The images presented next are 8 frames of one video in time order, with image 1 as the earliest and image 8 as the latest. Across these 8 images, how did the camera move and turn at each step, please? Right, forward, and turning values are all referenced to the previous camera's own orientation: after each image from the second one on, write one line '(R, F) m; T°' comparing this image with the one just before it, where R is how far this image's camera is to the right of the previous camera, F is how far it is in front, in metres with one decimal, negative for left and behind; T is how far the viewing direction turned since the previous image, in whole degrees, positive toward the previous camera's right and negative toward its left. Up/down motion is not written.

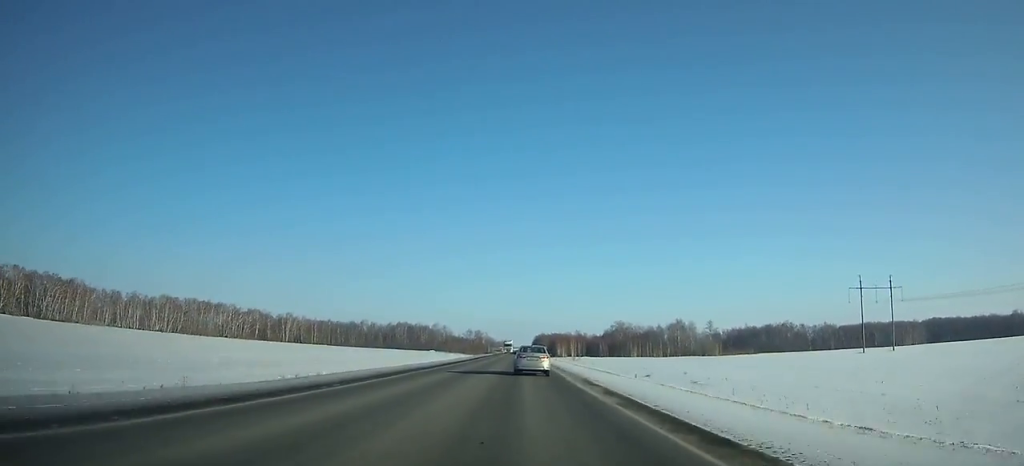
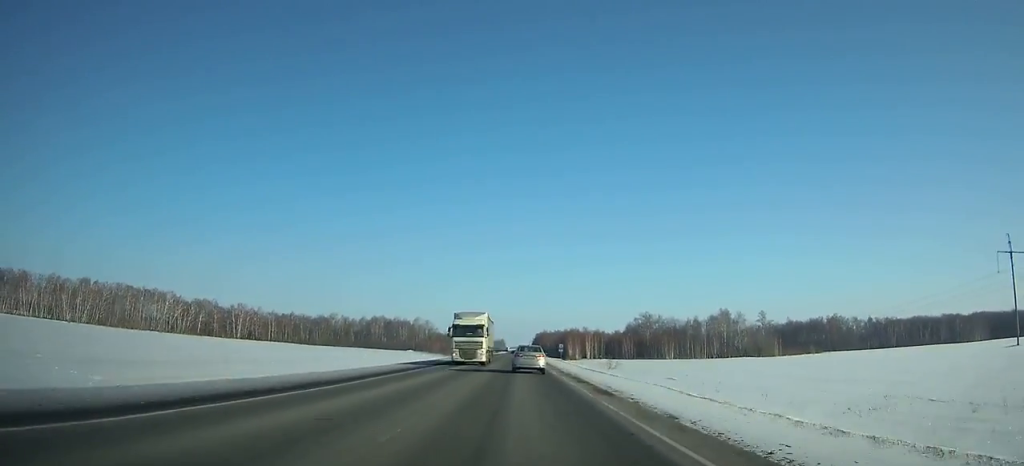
(+0.2, +75.6) m; 0°
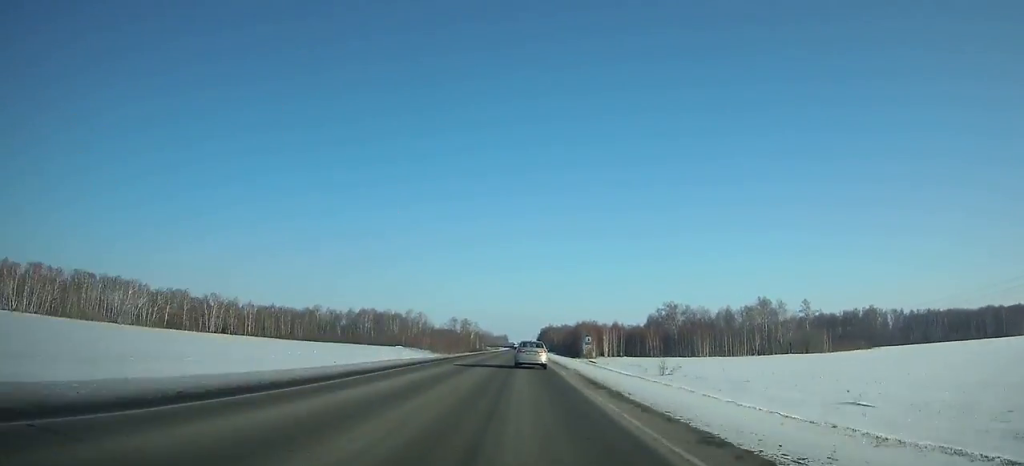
(-0.2, +39.0) m; 0°
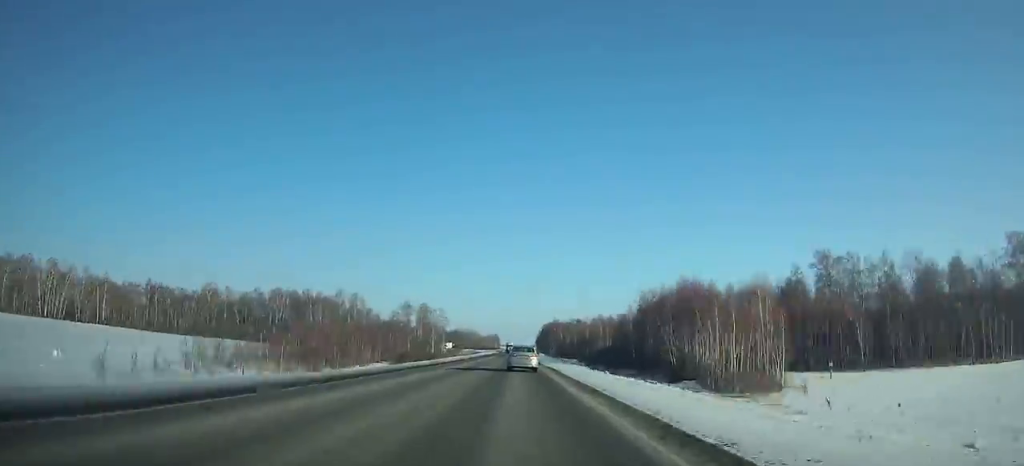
(+0.2, +124.5) m; 0°
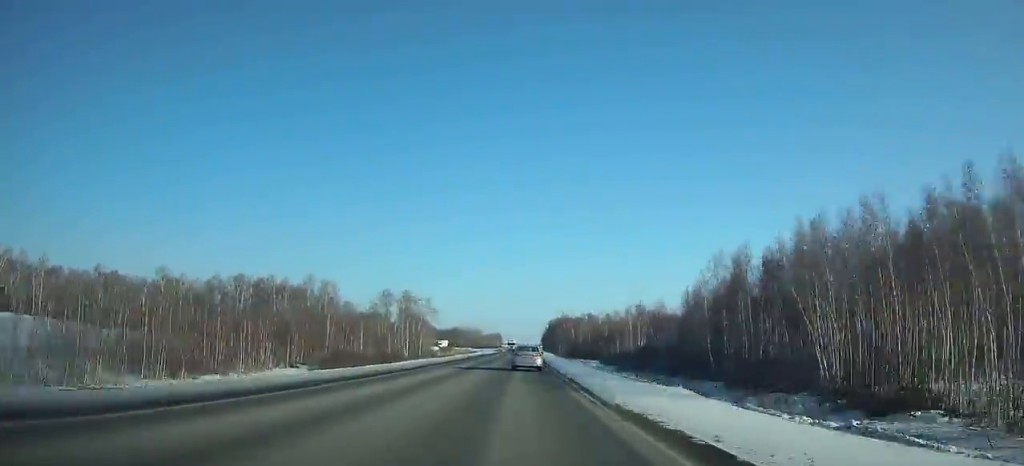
(-0.2, +35.6) m; 0°
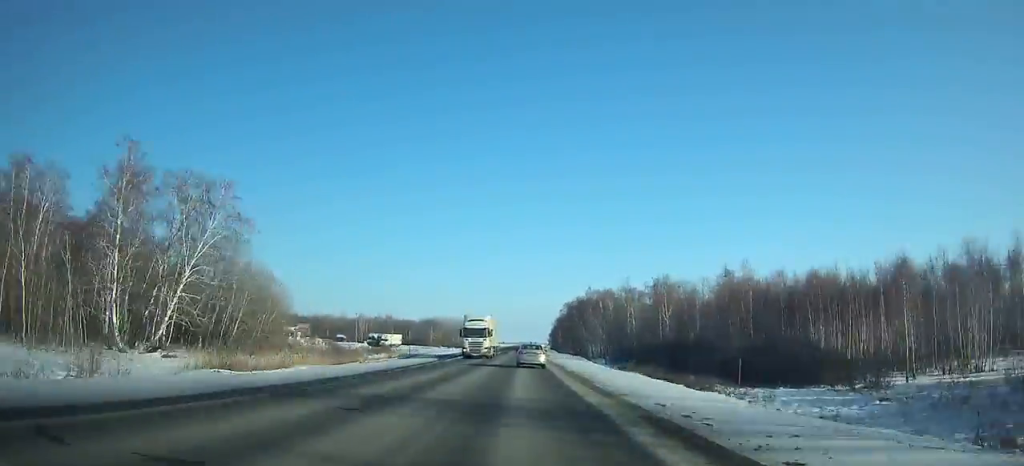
(-0.1, +114.5) m; 0°
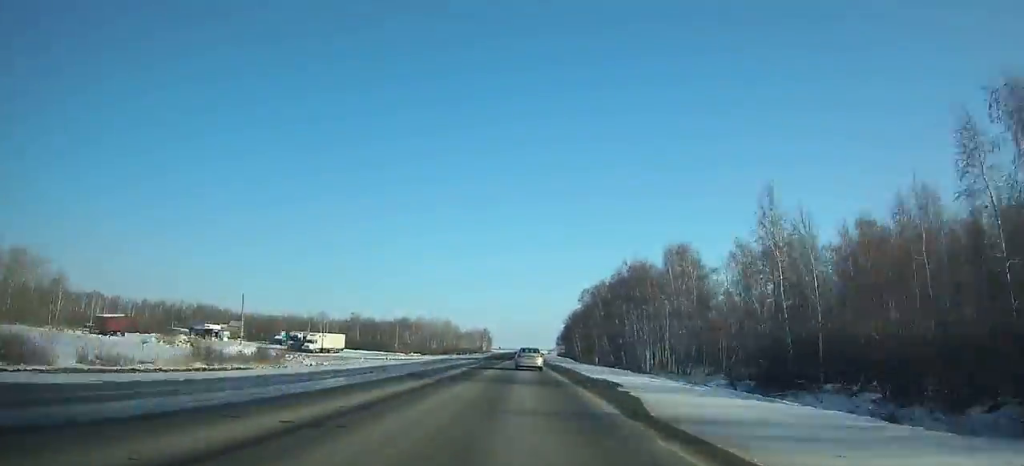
(0.0, +62.3) m; 0°
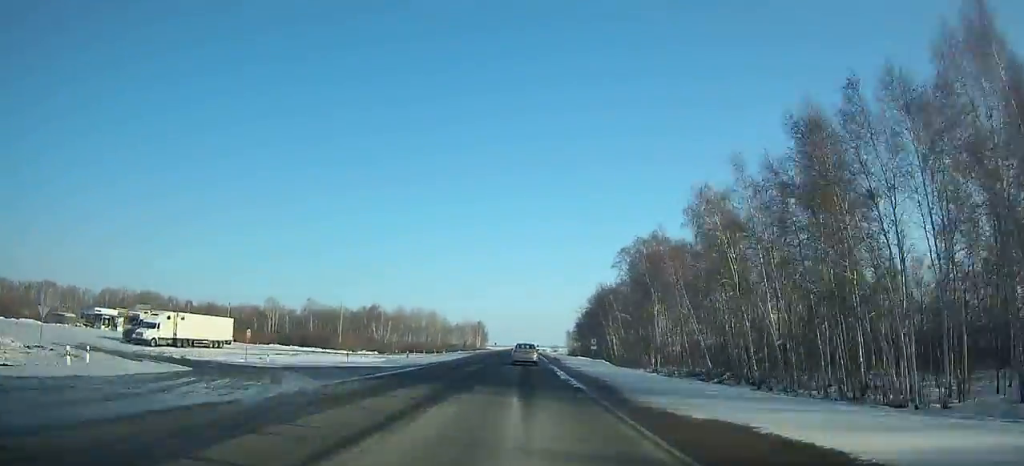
(0.0, +51.4) m; 0°
